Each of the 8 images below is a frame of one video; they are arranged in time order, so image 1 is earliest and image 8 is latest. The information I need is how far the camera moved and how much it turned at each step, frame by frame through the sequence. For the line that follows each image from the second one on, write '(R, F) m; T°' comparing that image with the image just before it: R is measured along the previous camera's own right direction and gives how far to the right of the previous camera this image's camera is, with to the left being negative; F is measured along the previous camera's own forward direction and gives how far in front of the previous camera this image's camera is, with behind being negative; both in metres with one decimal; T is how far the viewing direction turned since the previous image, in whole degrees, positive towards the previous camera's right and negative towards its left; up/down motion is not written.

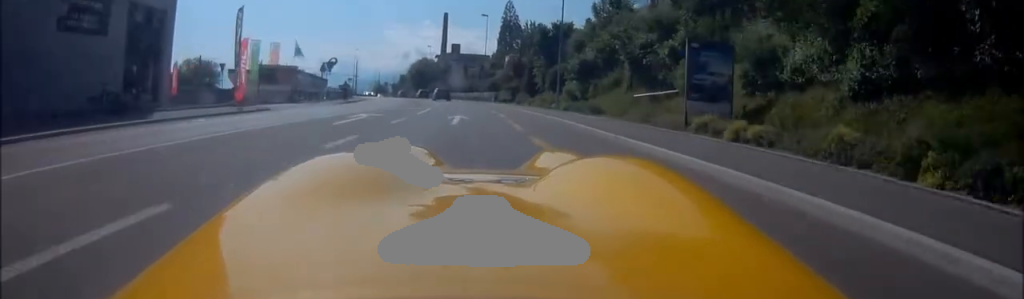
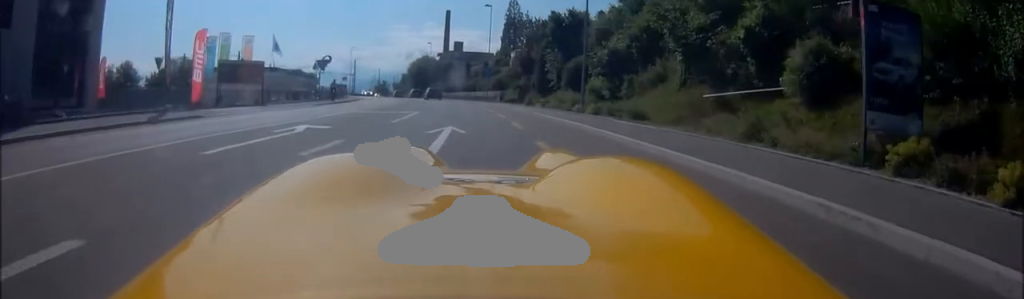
(0.0, +6.7) m; 0°
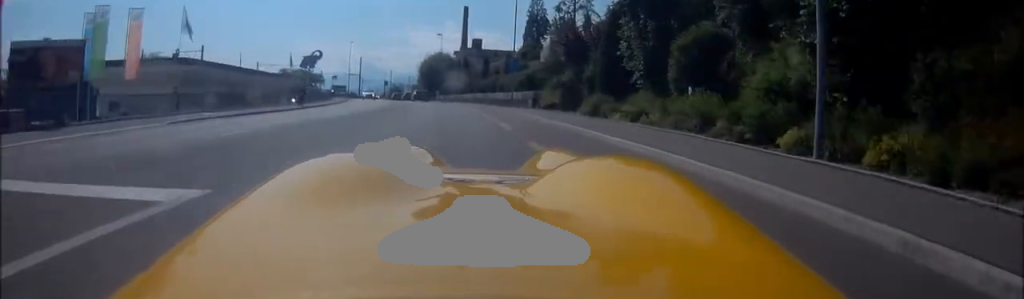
(-0.7, +18.0) m; -5°
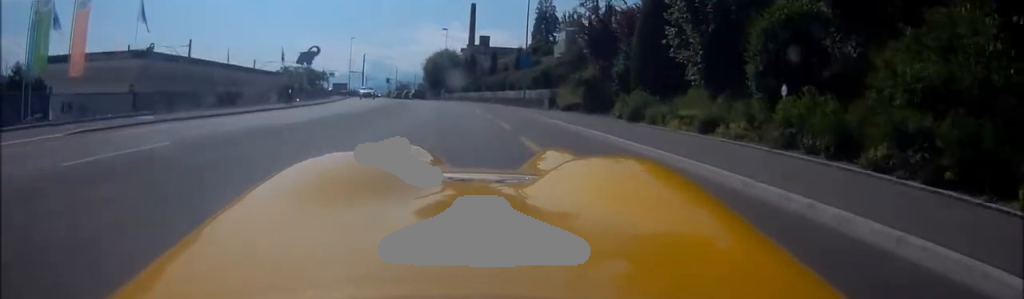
(-0.1, +5.3) m; -1°
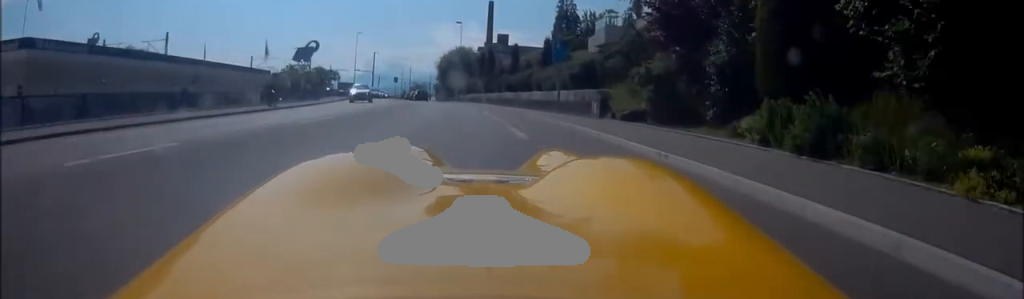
(-0.1, +9.4) m; -1°
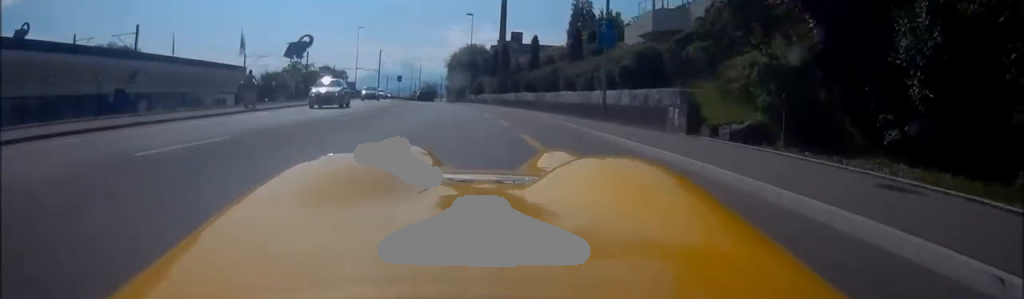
(0.0, +8.2) m; -1°
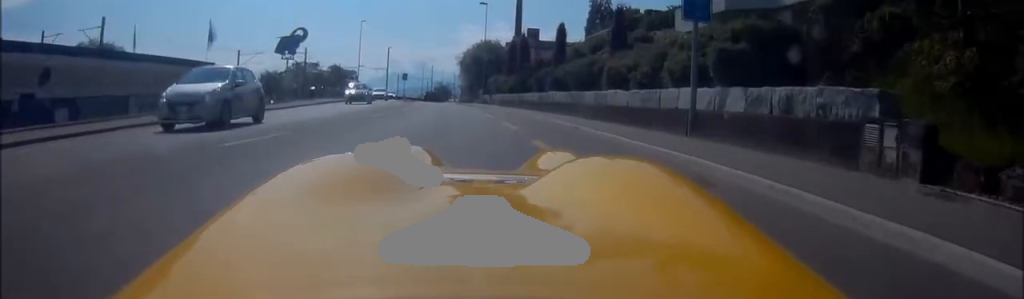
(0.0, +7.8) m; -1°
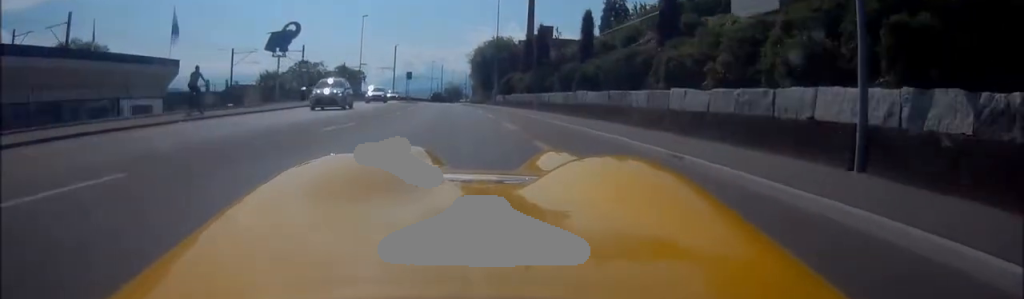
(-0.1, +6.3) m; -1°
